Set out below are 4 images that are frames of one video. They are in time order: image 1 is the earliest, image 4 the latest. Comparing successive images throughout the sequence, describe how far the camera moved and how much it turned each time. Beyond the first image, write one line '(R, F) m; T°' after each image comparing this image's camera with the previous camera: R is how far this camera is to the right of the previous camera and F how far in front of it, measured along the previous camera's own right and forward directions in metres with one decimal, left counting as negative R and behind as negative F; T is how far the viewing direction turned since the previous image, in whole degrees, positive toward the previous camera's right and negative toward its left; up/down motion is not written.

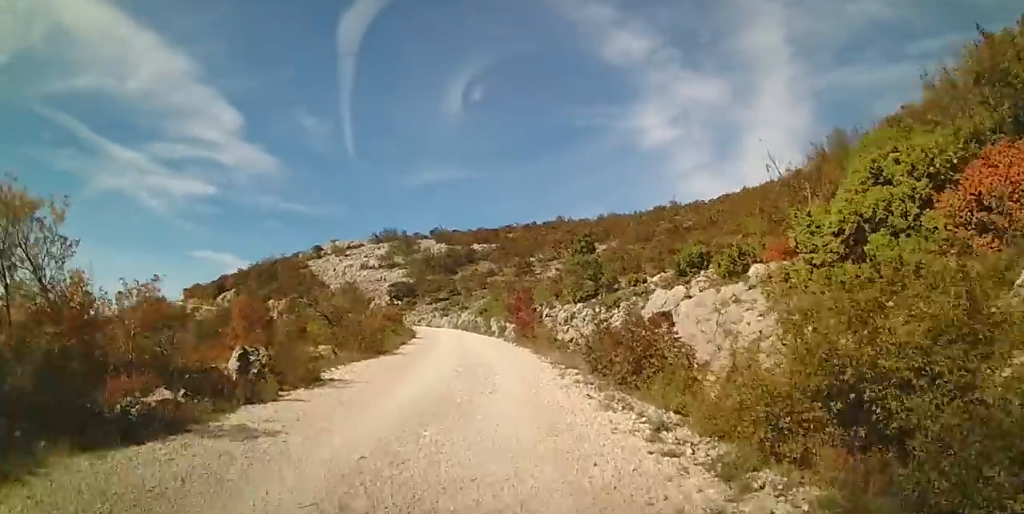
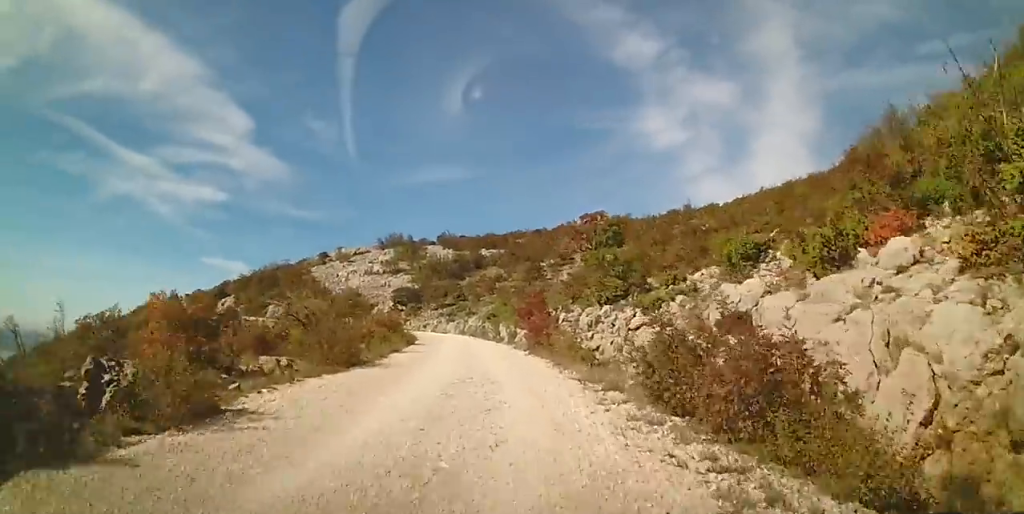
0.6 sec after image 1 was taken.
(0.0, +4.5) m; 0°
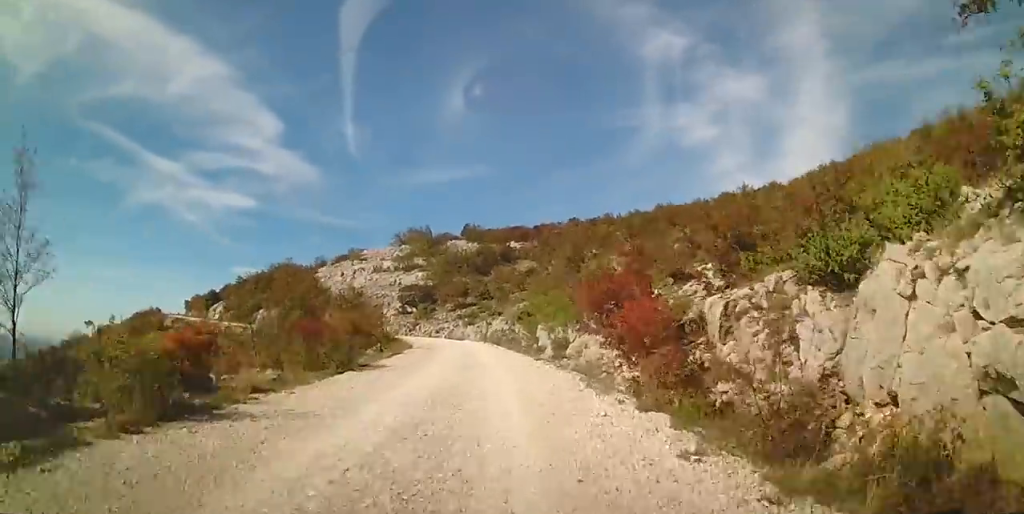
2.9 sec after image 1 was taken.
(-0.7, +18.0) m; -7°
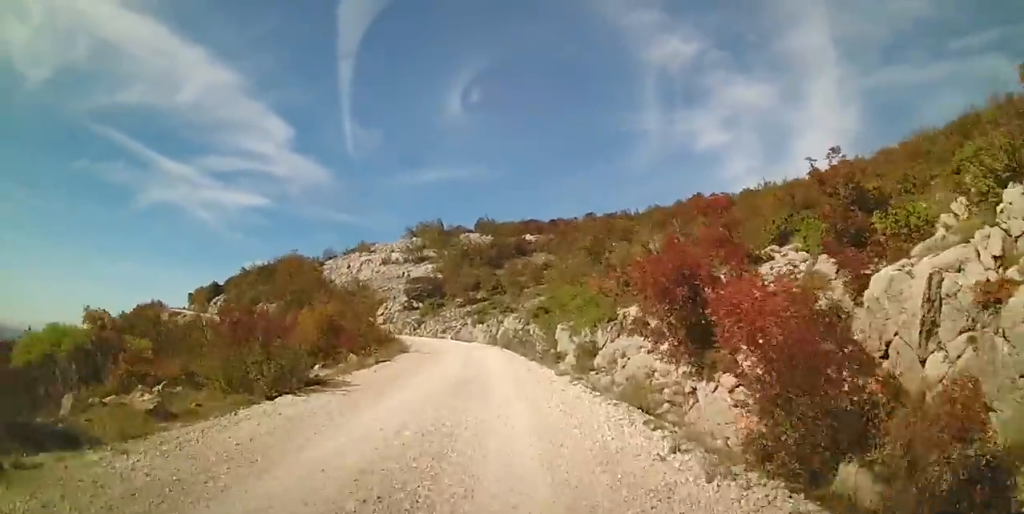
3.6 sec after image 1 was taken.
(-0.1, +5.0) m; -2°
